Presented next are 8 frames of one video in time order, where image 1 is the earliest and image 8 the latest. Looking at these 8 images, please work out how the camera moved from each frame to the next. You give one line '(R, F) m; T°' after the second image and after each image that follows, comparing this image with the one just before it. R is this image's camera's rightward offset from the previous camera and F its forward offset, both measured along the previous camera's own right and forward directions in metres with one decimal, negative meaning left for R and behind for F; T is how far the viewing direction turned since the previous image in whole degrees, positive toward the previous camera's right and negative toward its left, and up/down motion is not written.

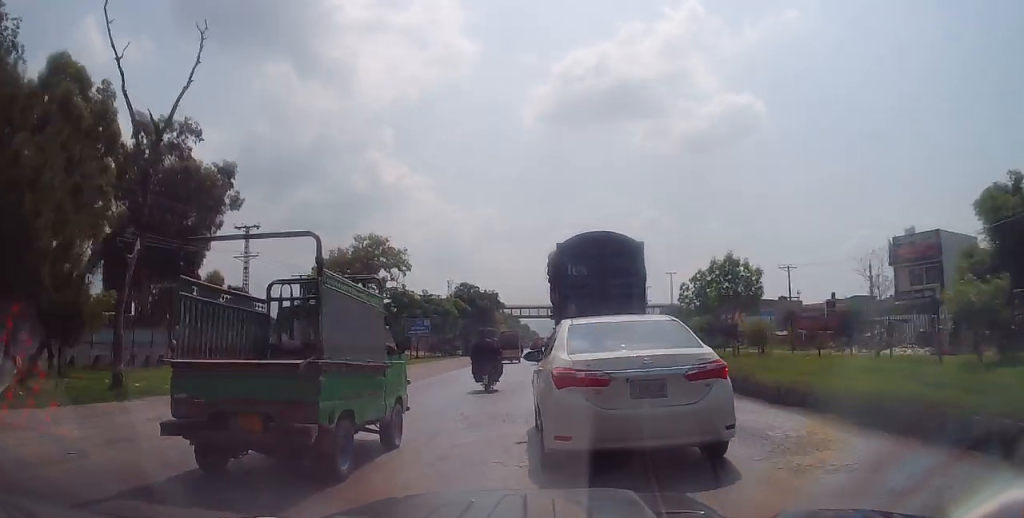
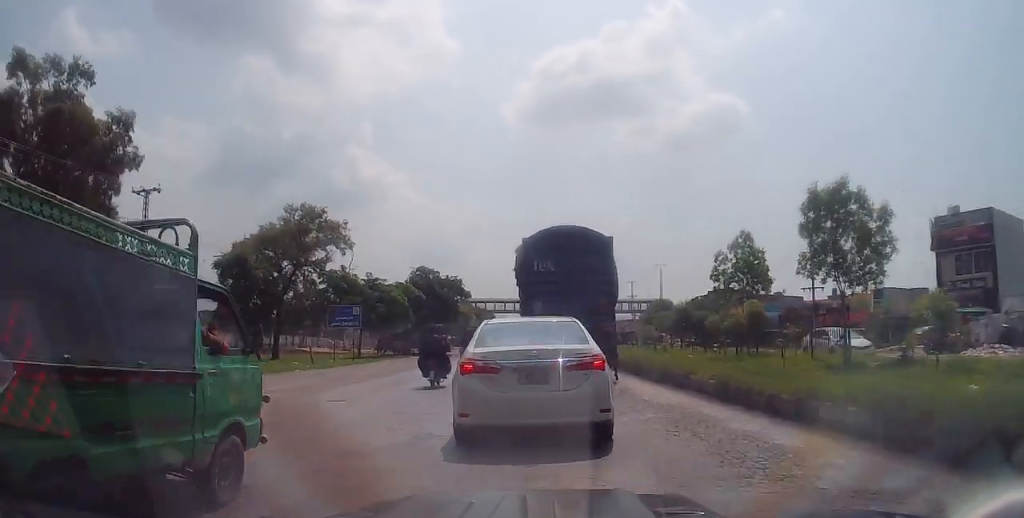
(+0.3, +12.3) m; +1°
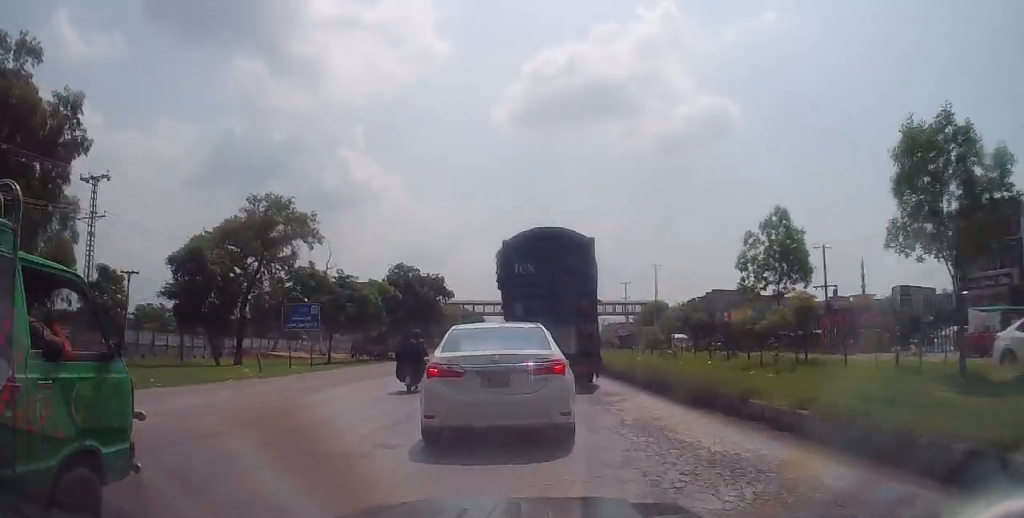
(0.0, +5.0) m; -1°
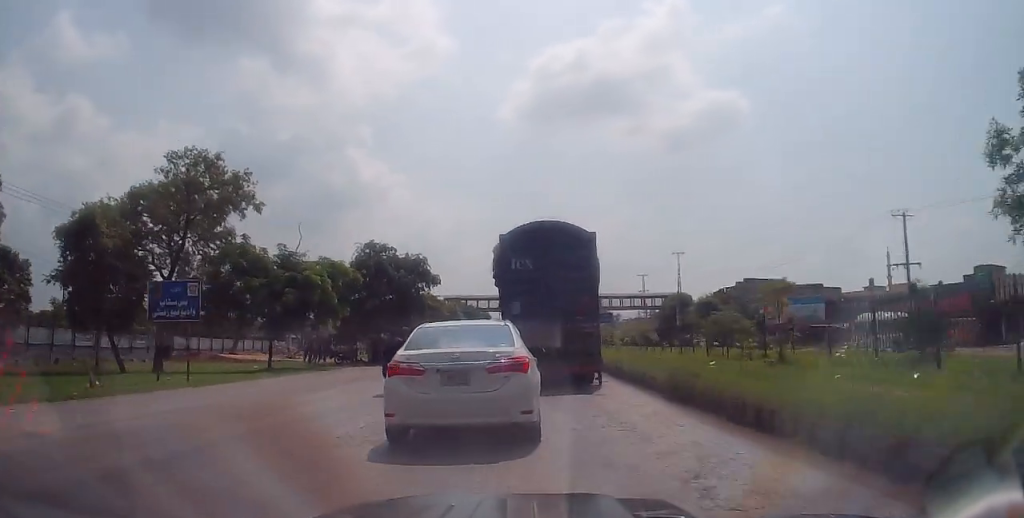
(-0.4, +11.9) m; -2°
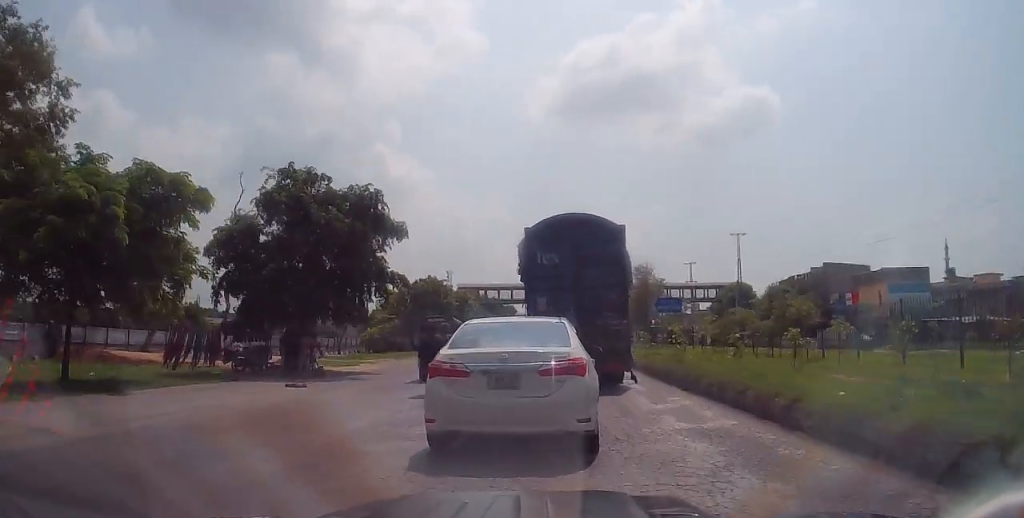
(-0.1, +18.2) m; 0°
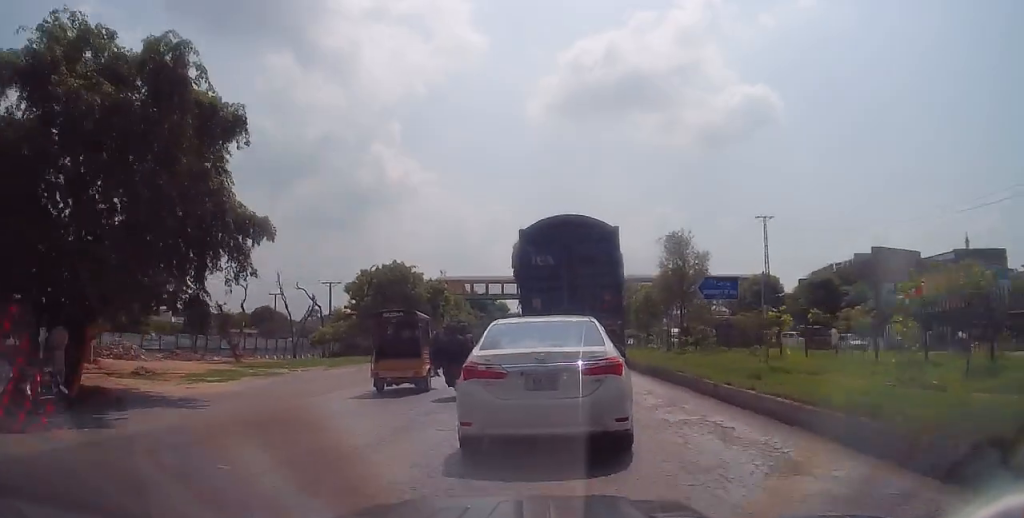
(-0.3, +13.2) m; -3°
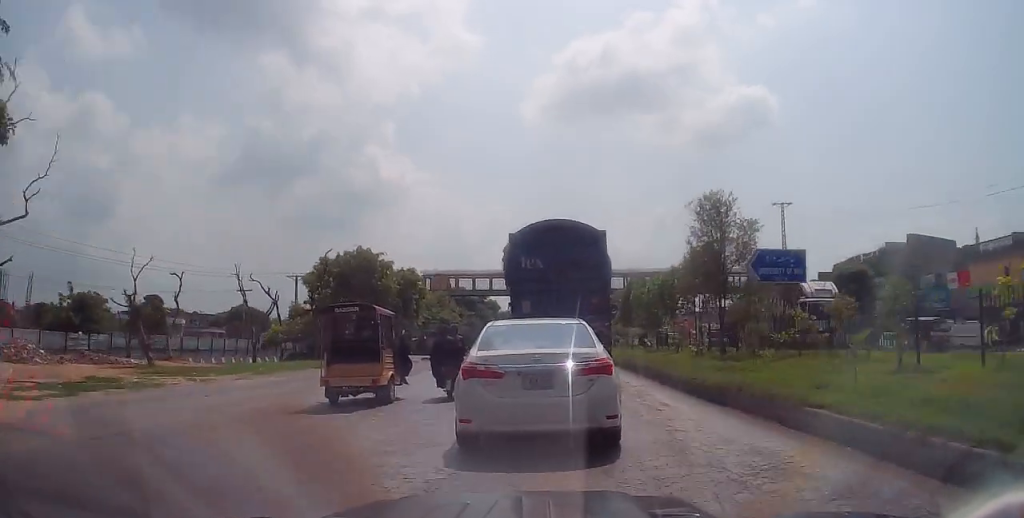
(-0.1, +8.3) m; +1°
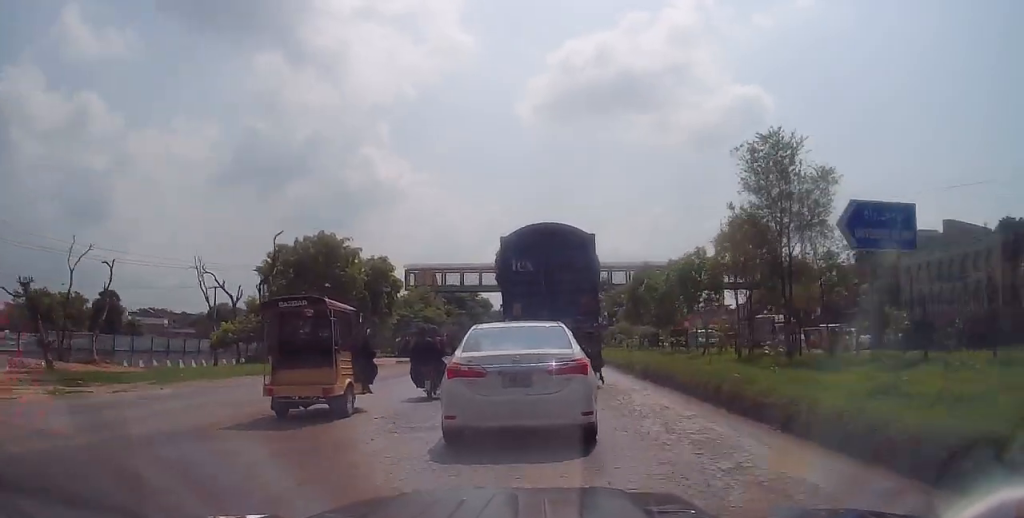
(0.0, +6.8) m; +2°
